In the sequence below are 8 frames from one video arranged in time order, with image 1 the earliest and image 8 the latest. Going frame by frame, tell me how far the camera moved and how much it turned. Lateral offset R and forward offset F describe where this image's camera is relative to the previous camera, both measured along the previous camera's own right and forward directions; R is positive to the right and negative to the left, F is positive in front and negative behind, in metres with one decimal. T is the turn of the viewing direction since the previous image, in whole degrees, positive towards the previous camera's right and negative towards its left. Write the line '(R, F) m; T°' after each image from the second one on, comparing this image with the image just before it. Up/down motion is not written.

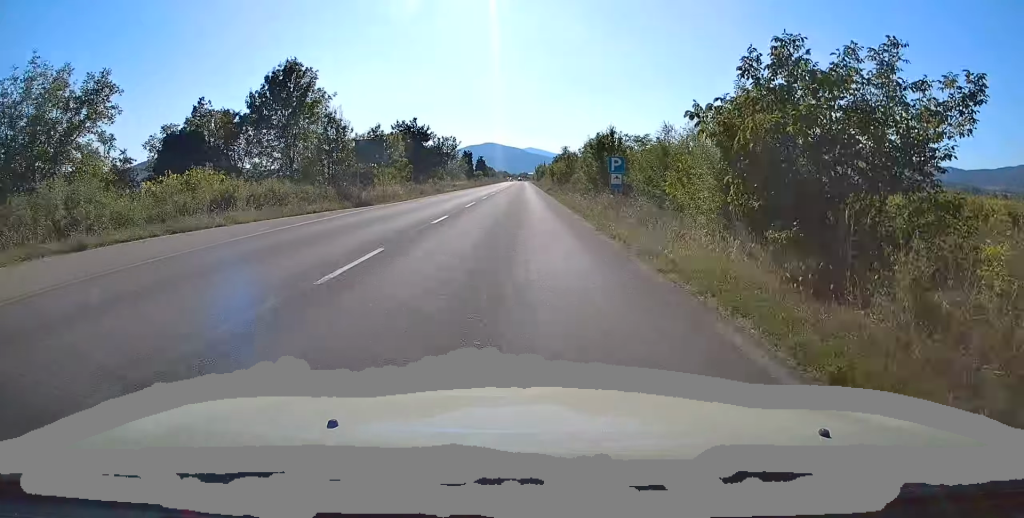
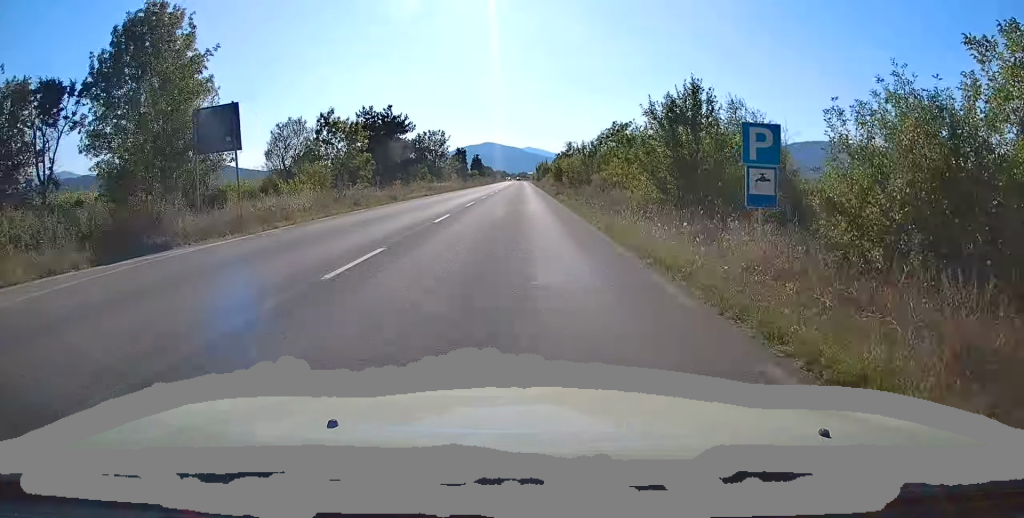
(-0.3, +17.6) m; -1°
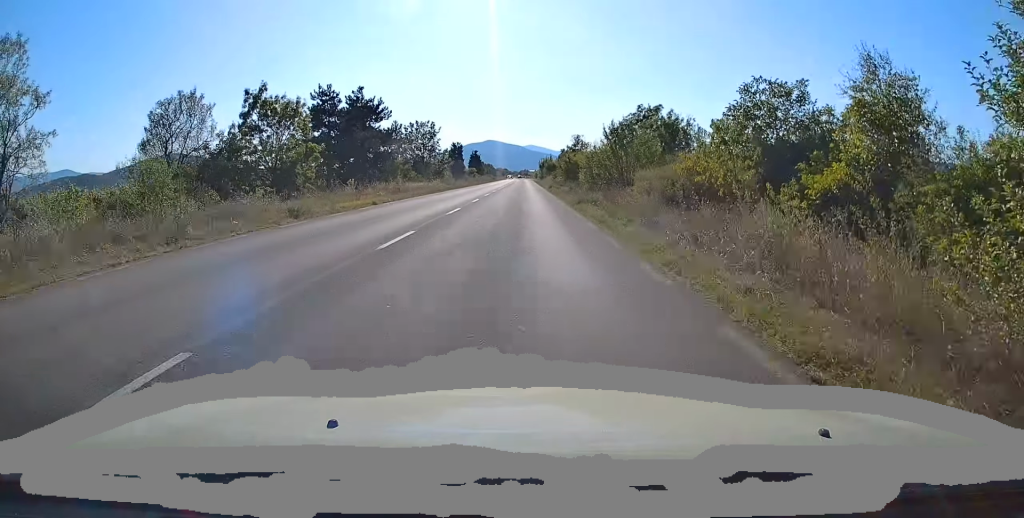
(0.0, +15.2) m; +1°
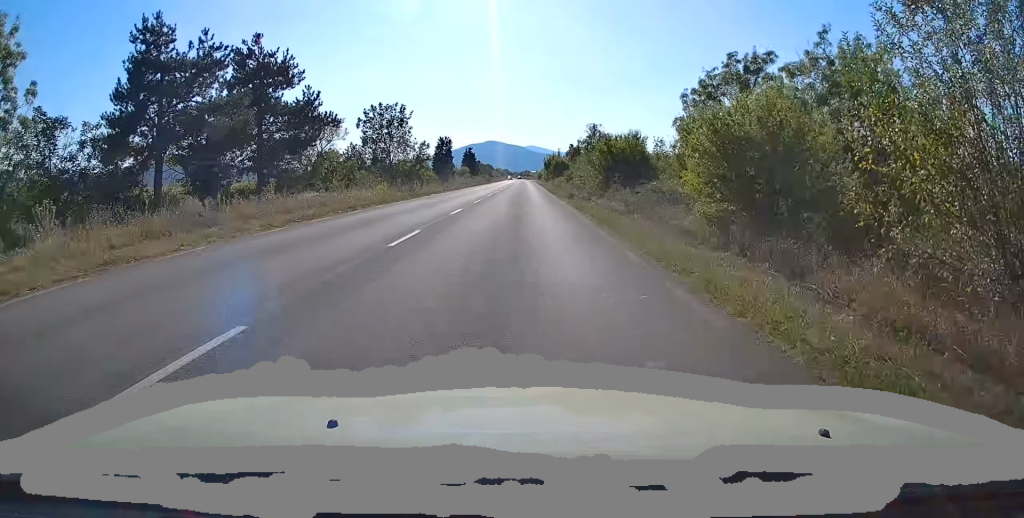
(+0.4, +26.2) m; 0°
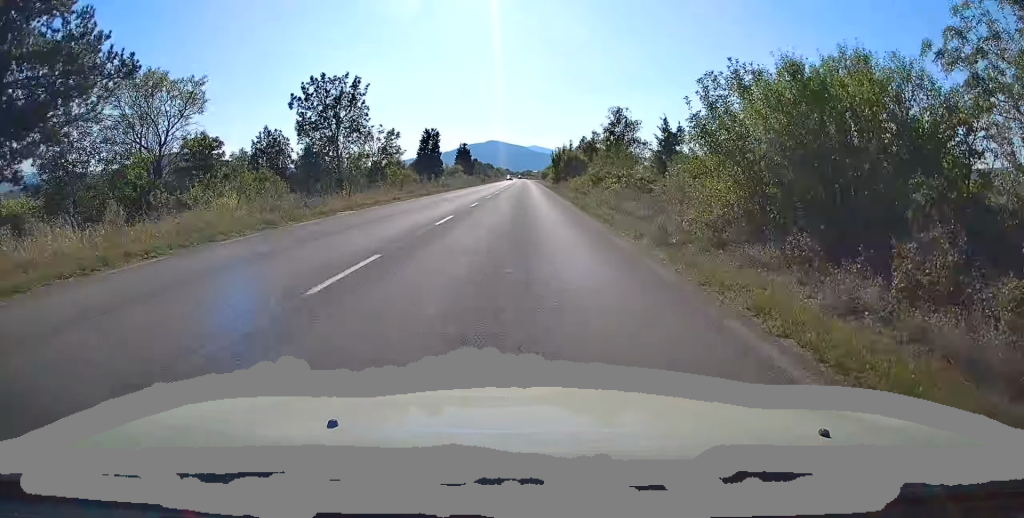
(-0.2, +22.1) m; 0°
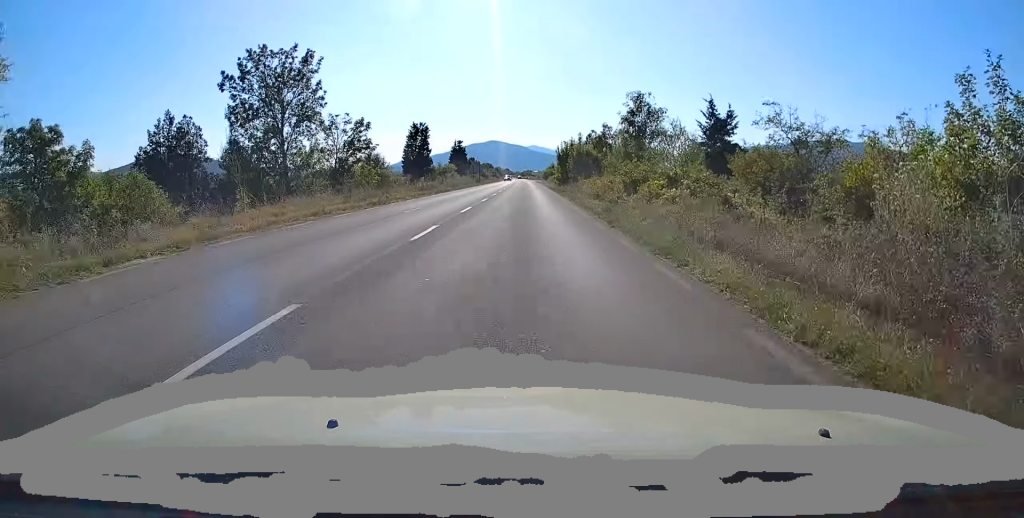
(0.0, +12.6) m; 0°
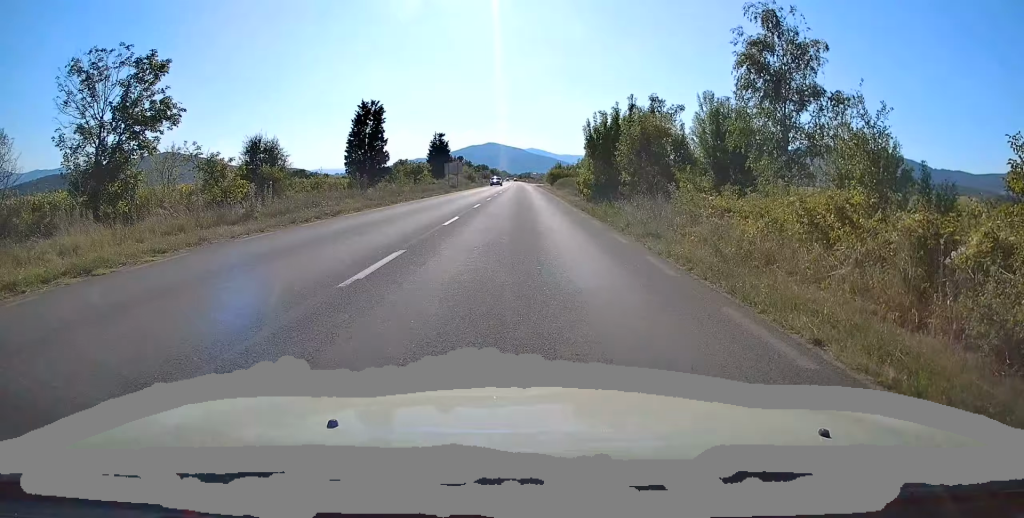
(0.0, +31.6) m; -1°
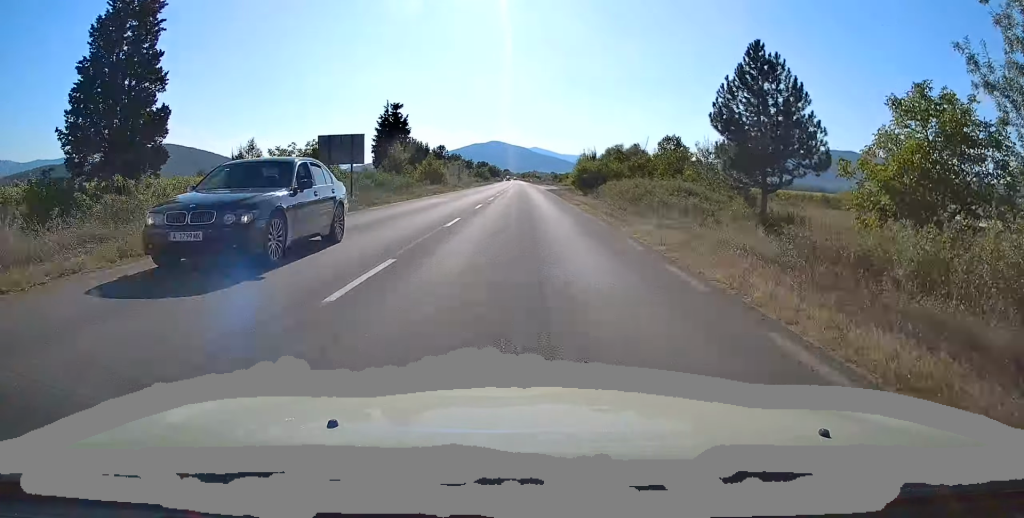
(-0.3, +45.8) m; 0°
